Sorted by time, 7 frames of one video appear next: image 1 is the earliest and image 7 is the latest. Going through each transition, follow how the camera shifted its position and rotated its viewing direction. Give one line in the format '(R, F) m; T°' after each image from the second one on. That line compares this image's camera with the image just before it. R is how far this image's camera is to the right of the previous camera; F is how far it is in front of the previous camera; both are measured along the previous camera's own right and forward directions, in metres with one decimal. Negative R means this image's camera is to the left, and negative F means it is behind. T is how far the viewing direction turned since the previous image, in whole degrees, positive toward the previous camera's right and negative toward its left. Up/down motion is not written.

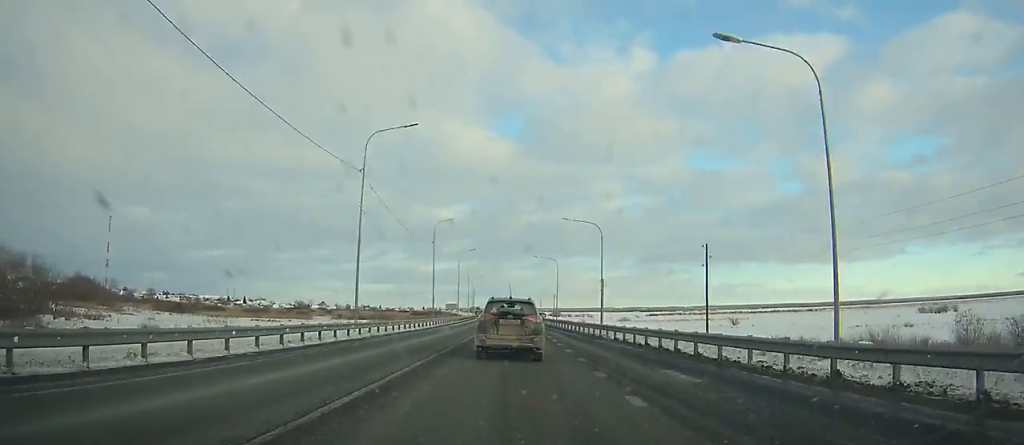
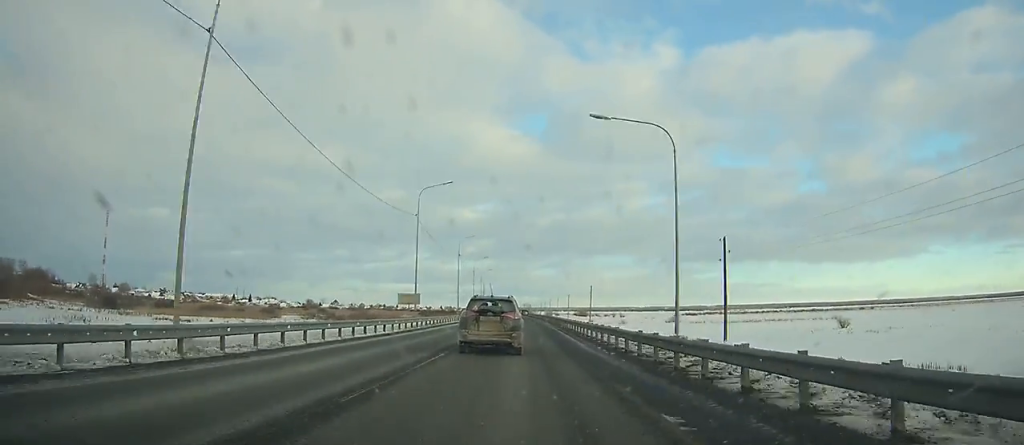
(-0.4, +53.3) m; -1°
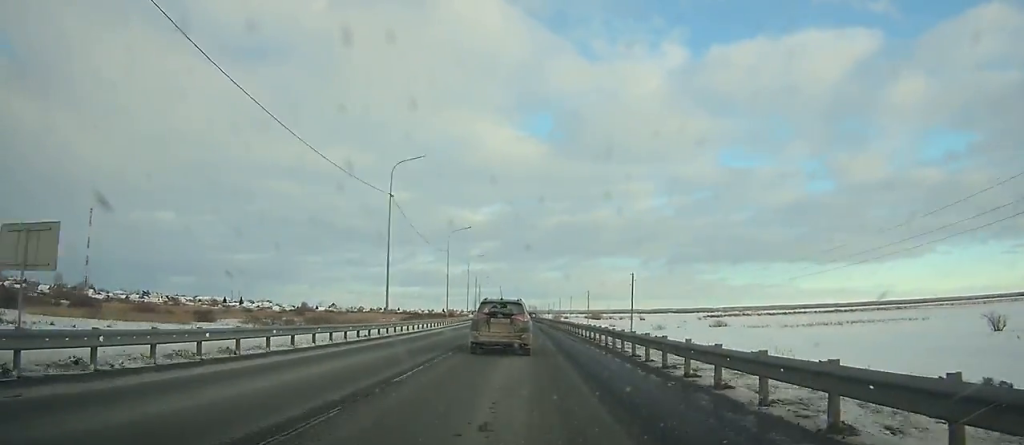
(-0.5, +45.9) m; -1°
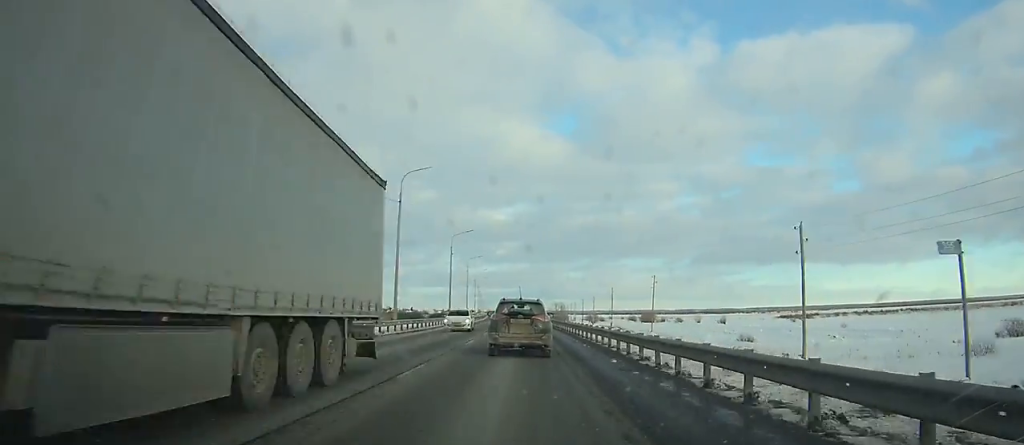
(-1.7, +99.6) m; -2°
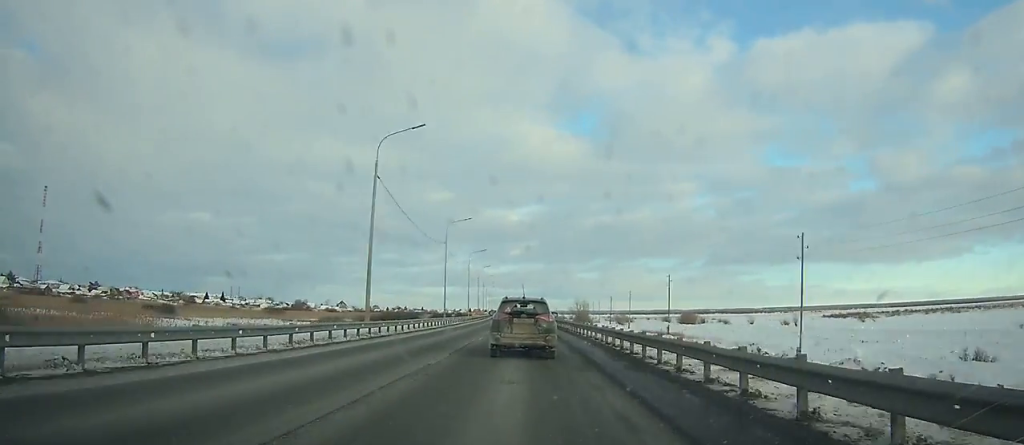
(-0.3, +45.2) m; -1°
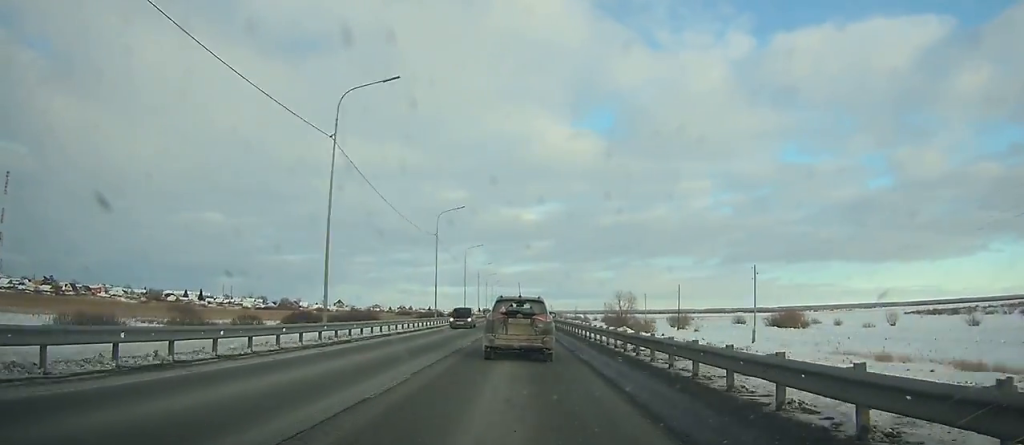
(-1.3, +76.4) m; -2°
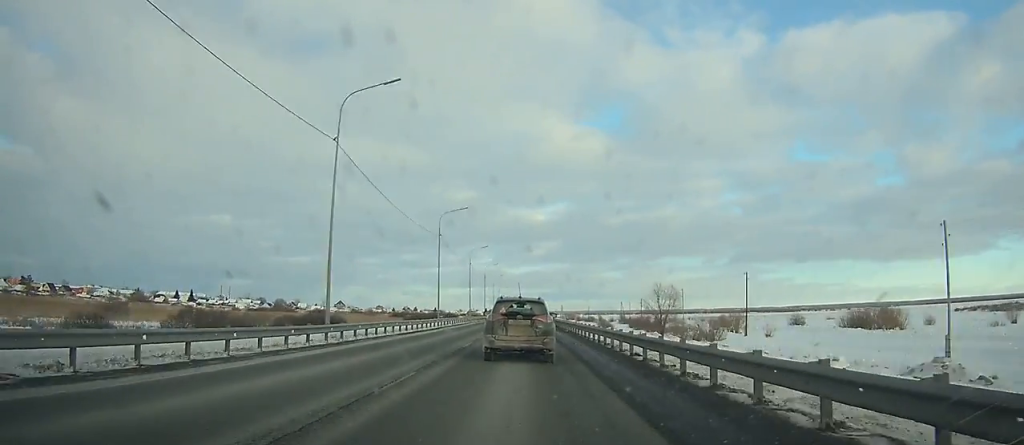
(-0.1, +35.1) m; -1°
